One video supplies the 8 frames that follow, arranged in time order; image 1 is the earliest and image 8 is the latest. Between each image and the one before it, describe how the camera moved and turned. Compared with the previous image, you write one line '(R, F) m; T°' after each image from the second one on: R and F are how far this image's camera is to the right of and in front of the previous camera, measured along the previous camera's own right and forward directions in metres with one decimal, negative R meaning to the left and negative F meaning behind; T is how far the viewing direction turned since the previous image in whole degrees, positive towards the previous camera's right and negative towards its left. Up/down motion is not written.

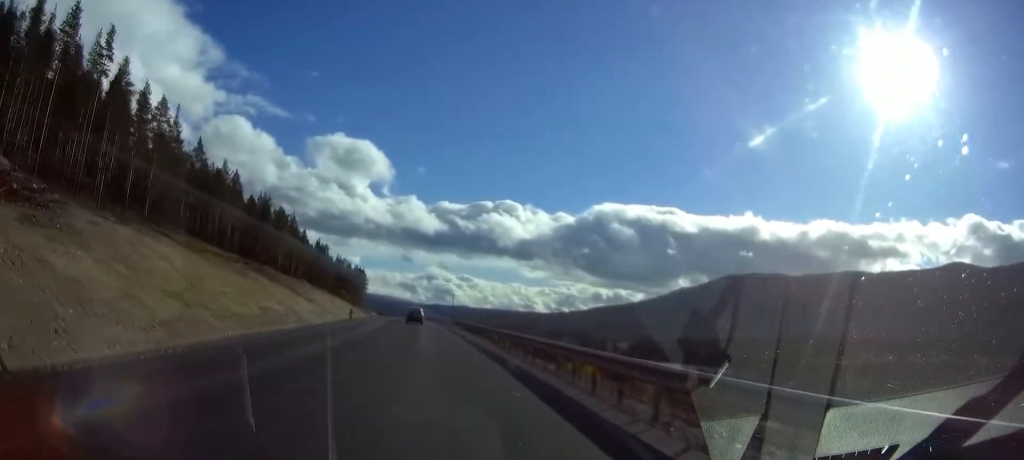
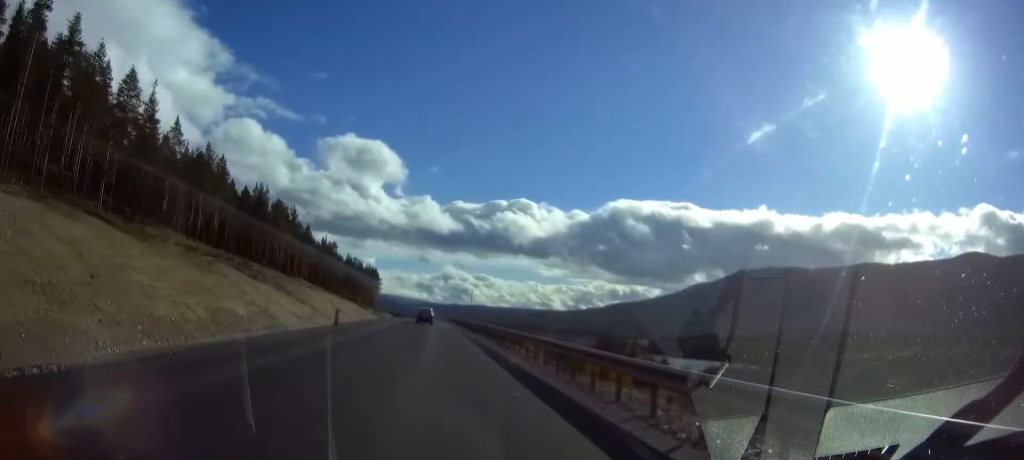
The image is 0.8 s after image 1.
(-0.3, +16.2) m; -1°
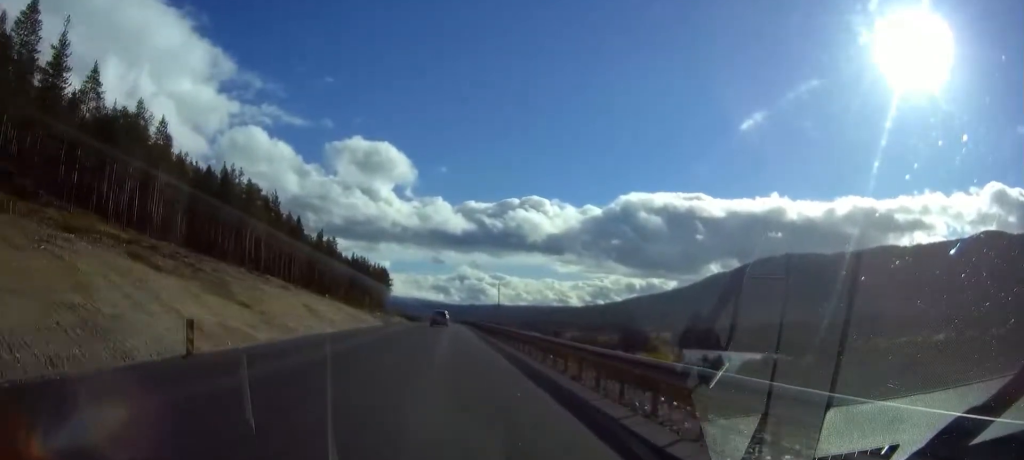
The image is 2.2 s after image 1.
(-0.4, +29.6) m; -1°
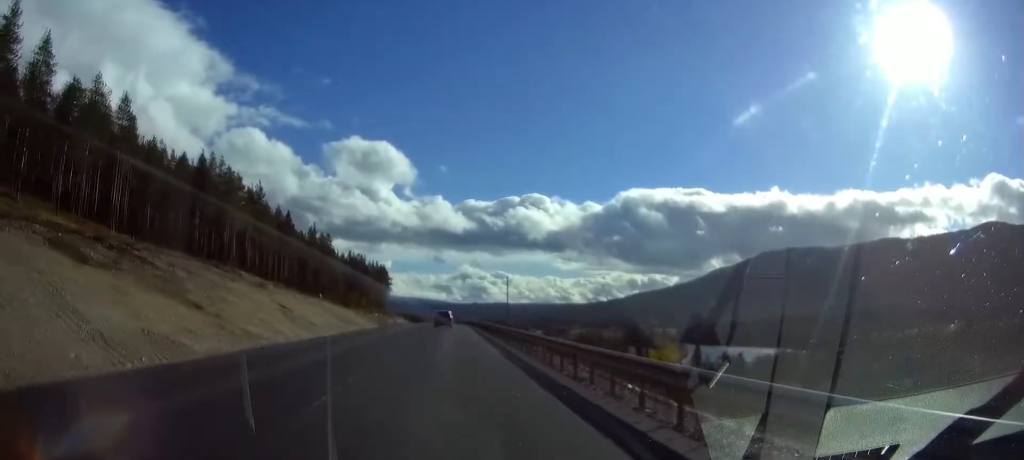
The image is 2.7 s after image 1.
(0.0, +11.5) m; 0°
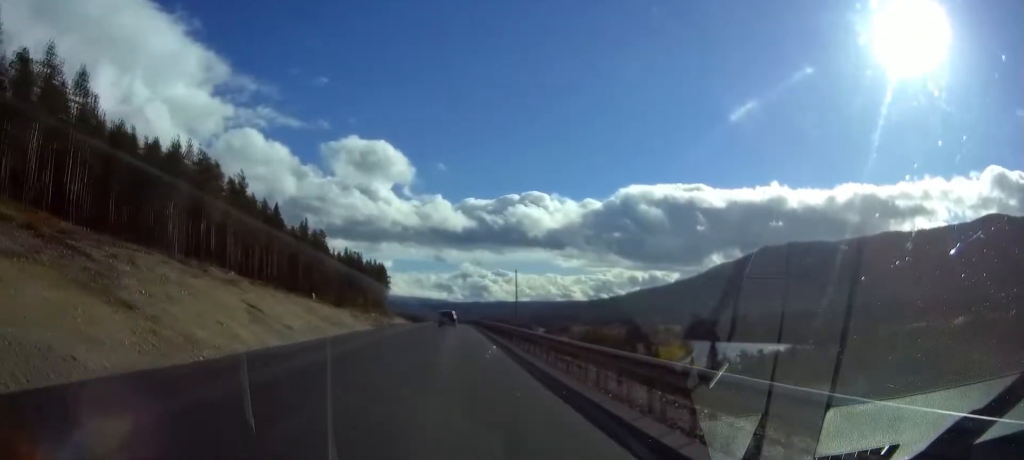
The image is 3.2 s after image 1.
(0.0, +10.4) m; 0°
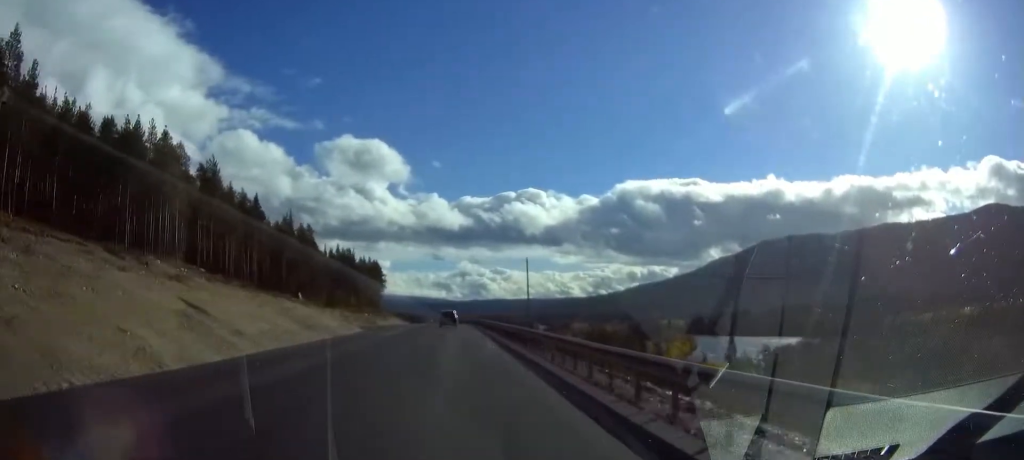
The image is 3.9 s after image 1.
(0.0, +12.8) m; 0°
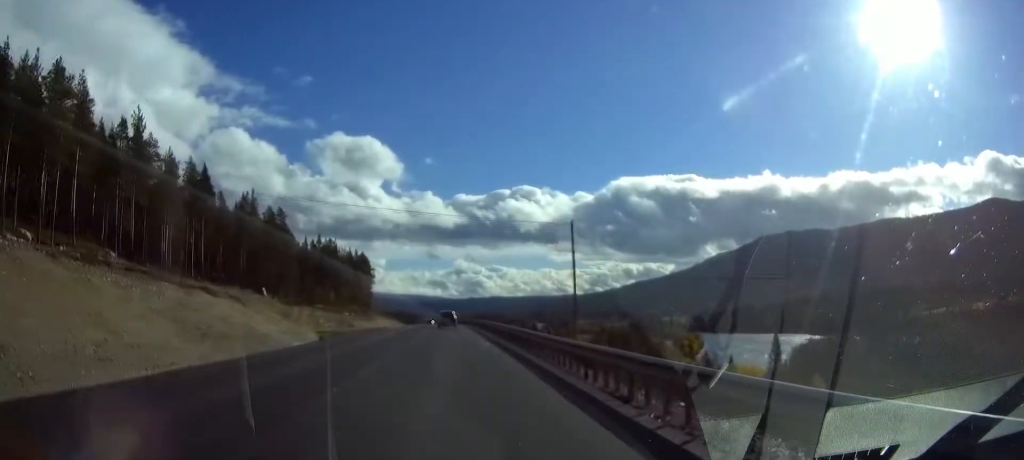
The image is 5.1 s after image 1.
(+0.1, +25.4) m; 0°
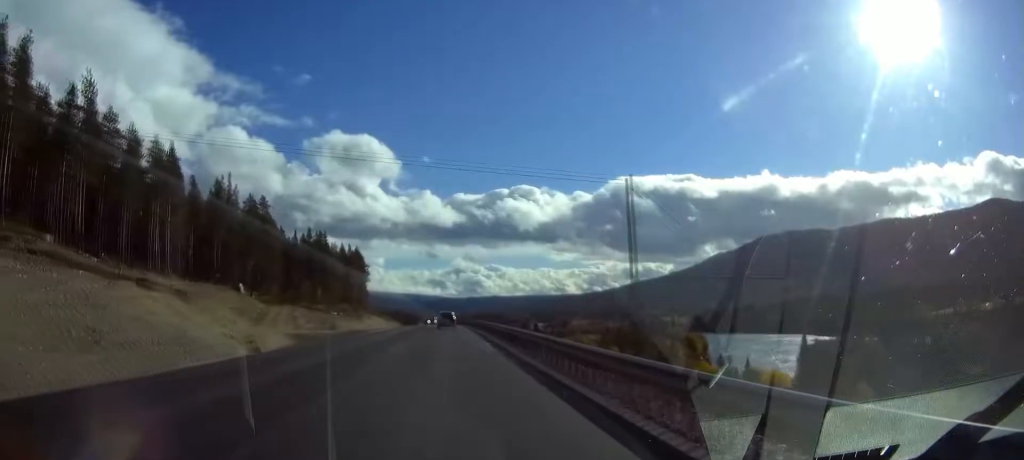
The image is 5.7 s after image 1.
(0.0, +12.5) m; 0°
